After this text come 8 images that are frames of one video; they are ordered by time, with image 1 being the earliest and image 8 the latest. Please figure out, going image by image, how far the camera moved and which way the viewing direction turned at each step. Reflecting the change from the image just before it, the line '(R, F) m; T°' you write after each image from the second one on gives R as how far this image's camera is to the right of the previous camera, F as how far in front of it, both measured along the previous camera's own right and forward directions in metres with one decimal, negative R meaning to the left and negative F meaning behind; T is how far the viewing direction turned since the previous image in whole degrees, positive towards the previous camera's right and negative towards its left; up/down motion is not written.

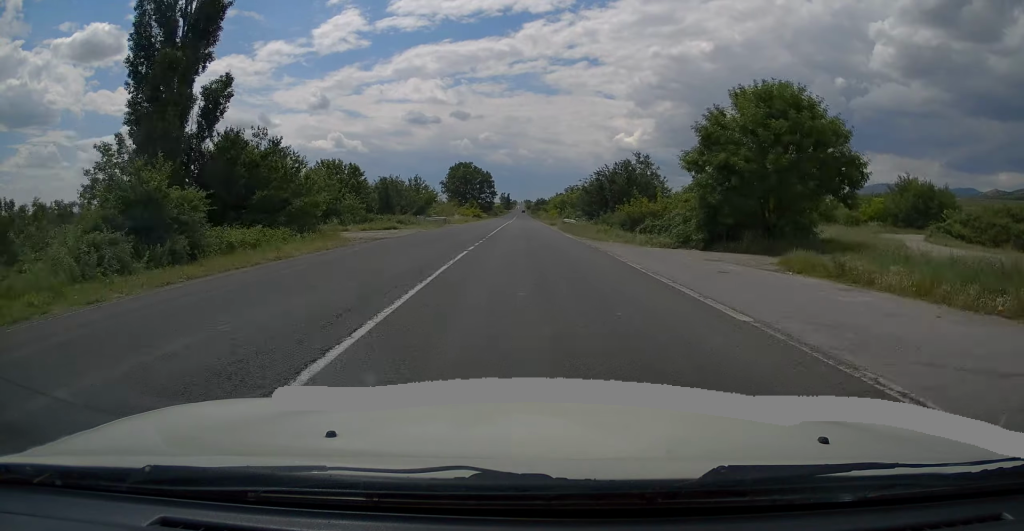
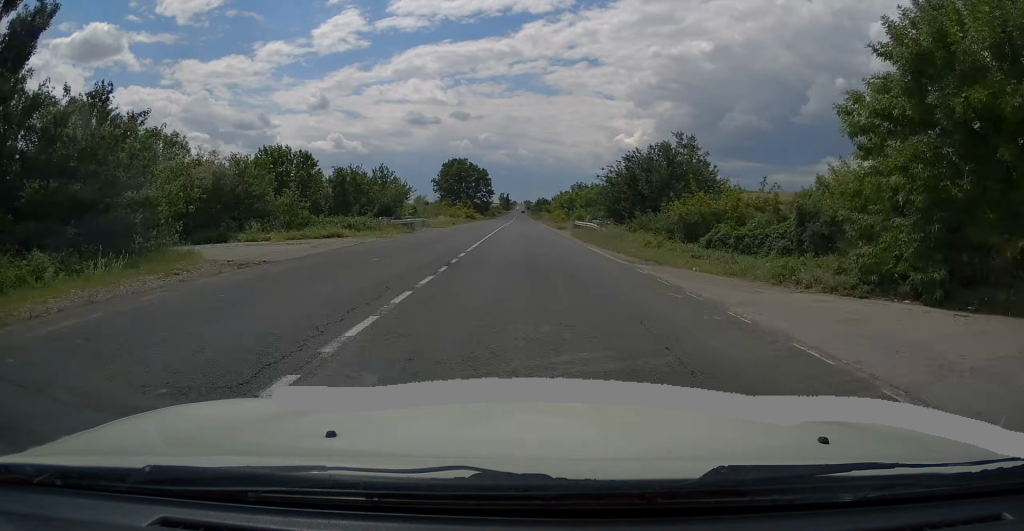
(-0.1, +13.0) m; +1°
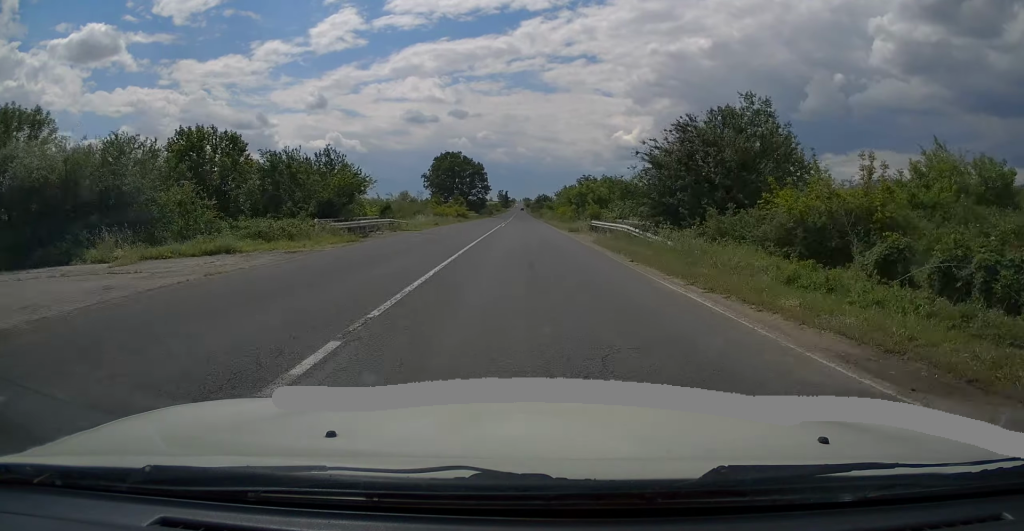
(+0.2, +11.4) m; 0°
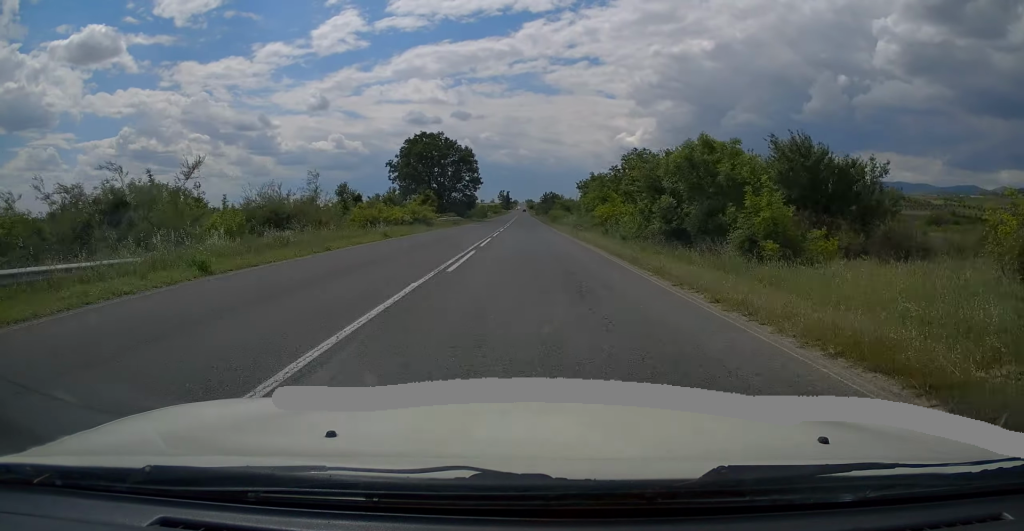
(-0.1, +33.6) m; -1°
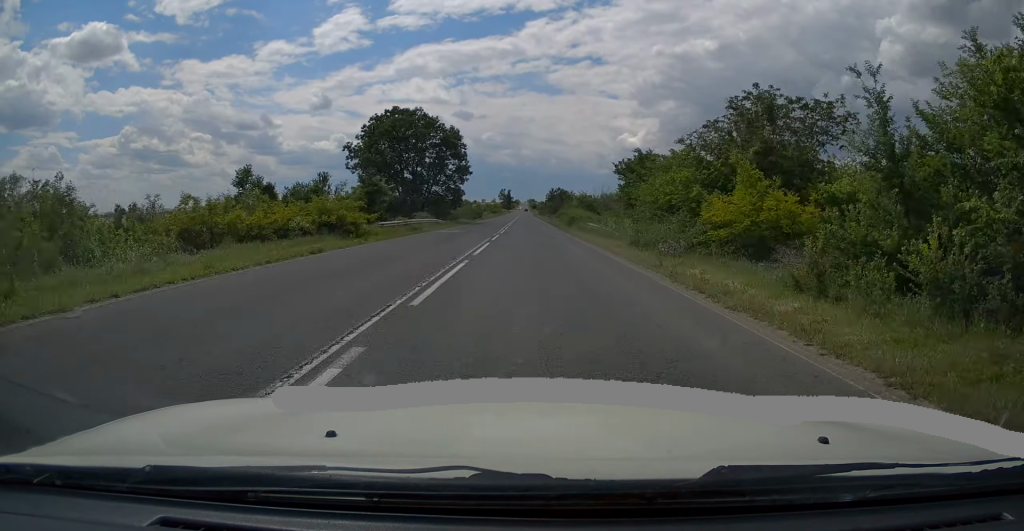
(0.0, +22.2) m; +1°
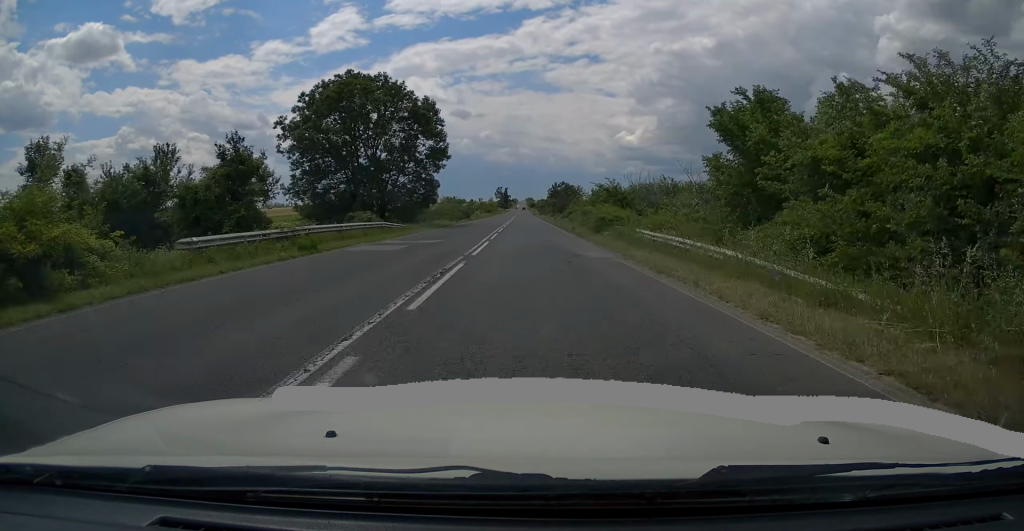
(+0.2, +18.1) m; 0°
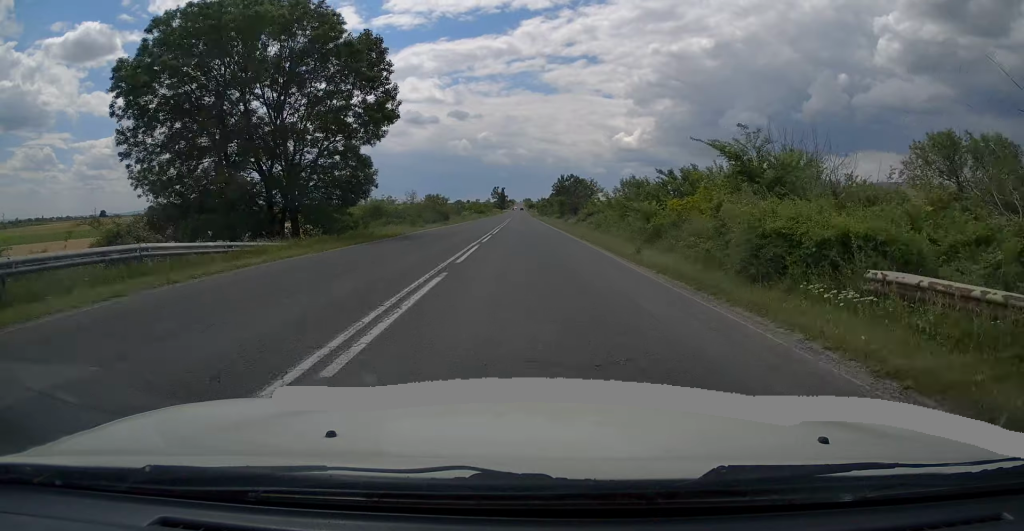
(+0.1, +20.7) m; 0°
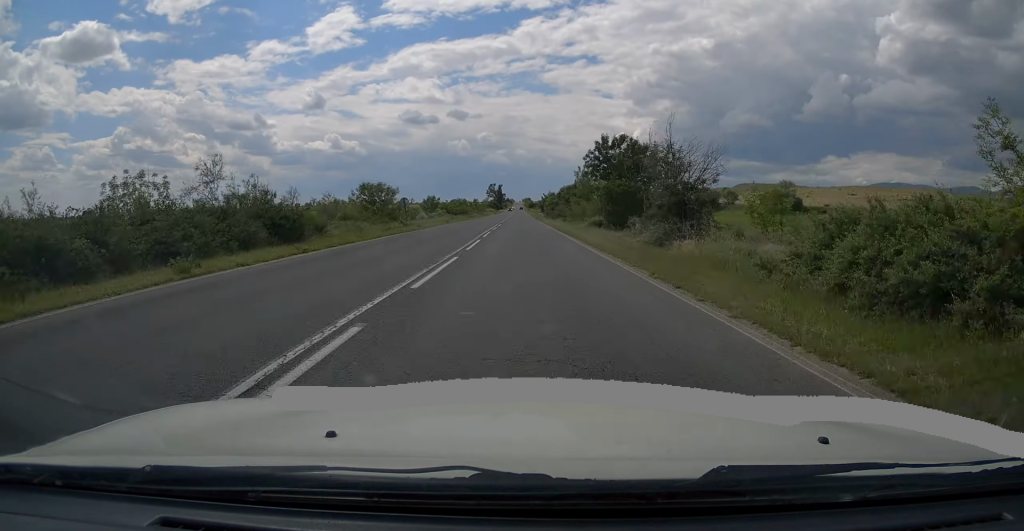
(+0.1, +40.1) m; 0°
